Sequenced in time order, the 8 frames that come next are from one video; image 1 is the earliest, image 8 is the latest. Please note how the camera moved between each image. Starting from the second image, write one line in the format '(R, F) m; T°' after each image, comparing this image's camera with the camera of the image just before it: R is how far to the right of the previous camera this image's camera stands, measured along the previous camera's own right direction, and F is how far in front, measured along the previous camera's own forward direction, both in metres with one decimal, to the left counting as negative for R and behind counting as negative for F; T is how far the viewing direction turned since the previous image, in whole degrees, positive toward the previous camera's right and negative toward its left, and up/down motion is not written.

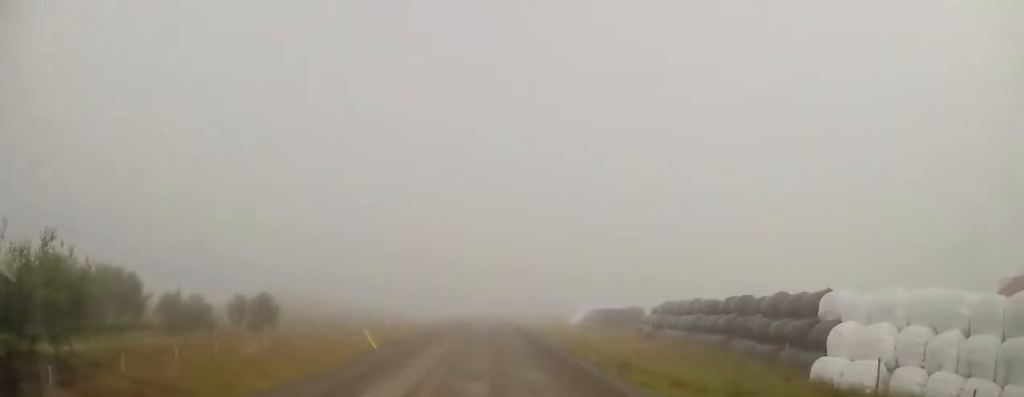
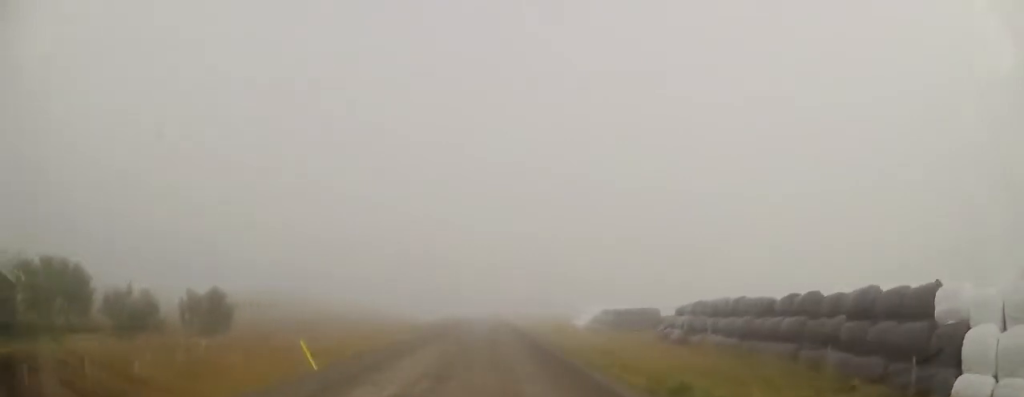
(0.0, +5.0) m; 0°
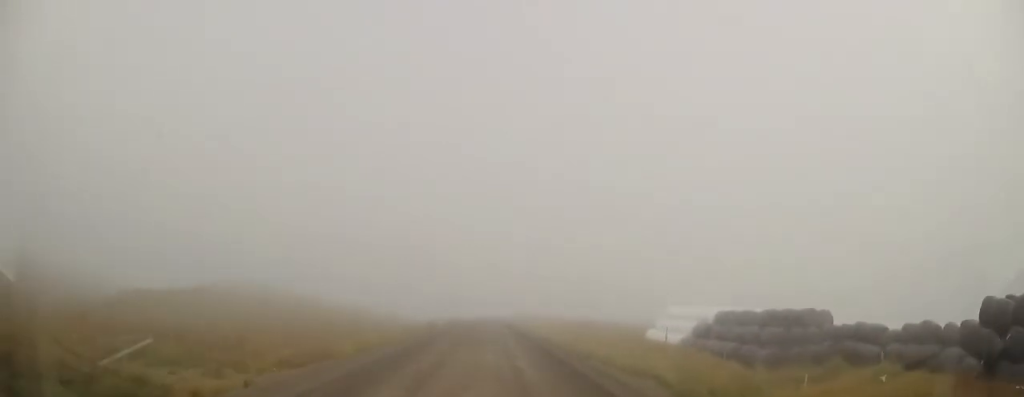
(-0.2, +24.5) m; -1°
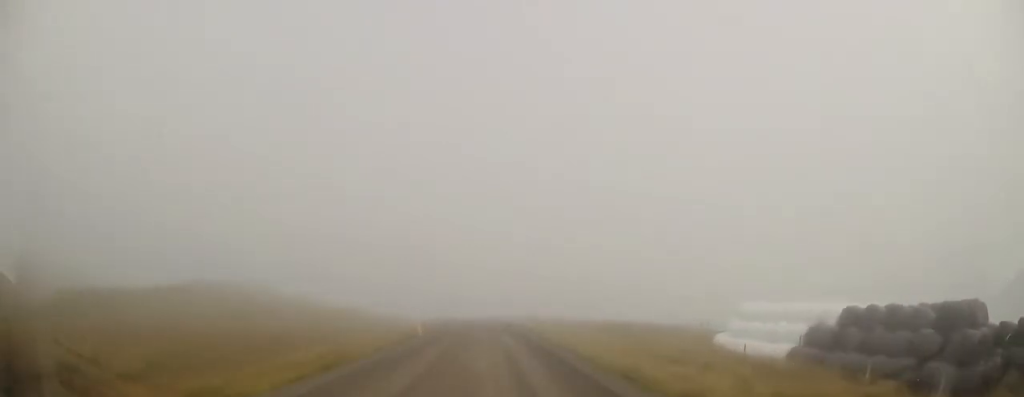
(+0.1, +11.1) m; +2°
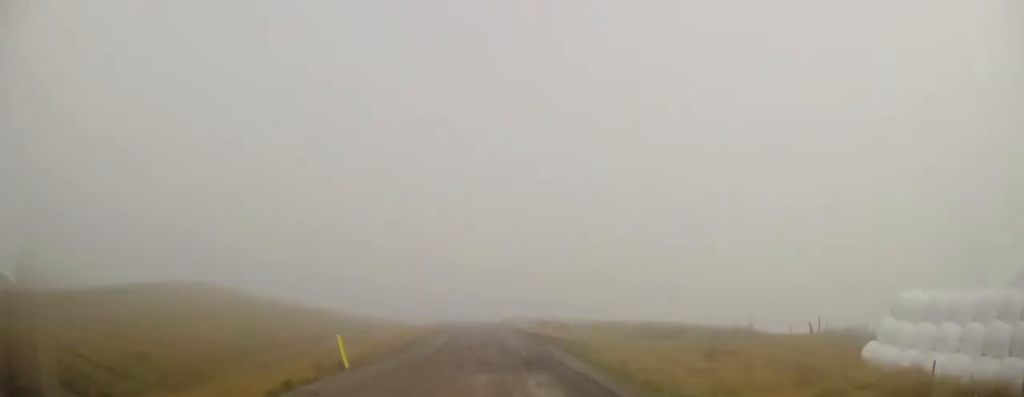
(+0.4, +12.2) m; 0°
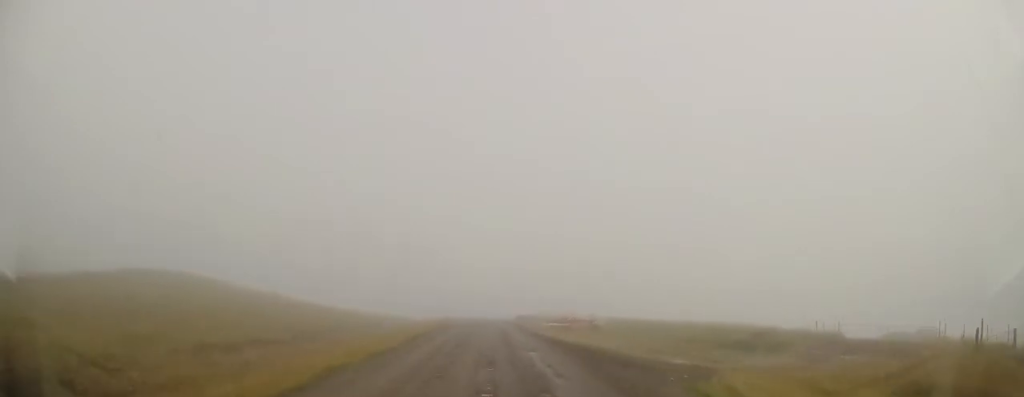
(-0.3, +10.6) m; -1°
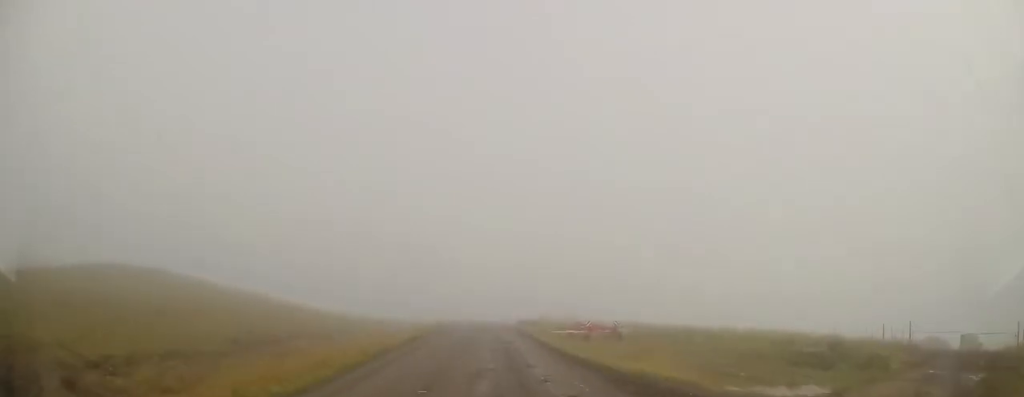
(+0.3, +7.1) m; -2°
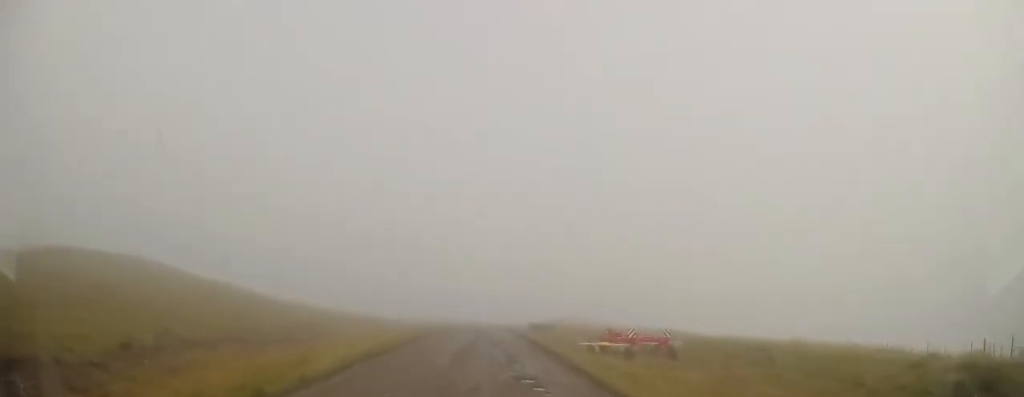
(-0.4, +8.6) m; -3°
